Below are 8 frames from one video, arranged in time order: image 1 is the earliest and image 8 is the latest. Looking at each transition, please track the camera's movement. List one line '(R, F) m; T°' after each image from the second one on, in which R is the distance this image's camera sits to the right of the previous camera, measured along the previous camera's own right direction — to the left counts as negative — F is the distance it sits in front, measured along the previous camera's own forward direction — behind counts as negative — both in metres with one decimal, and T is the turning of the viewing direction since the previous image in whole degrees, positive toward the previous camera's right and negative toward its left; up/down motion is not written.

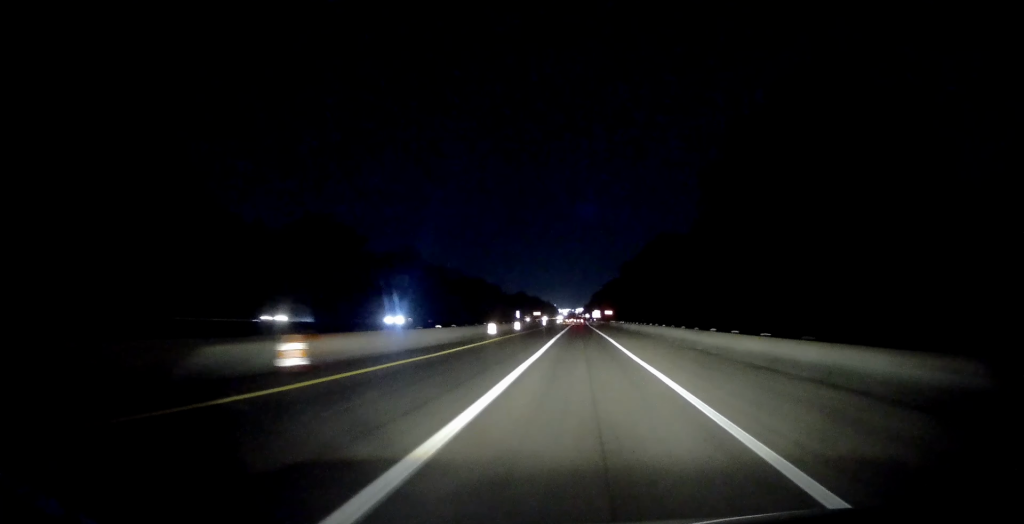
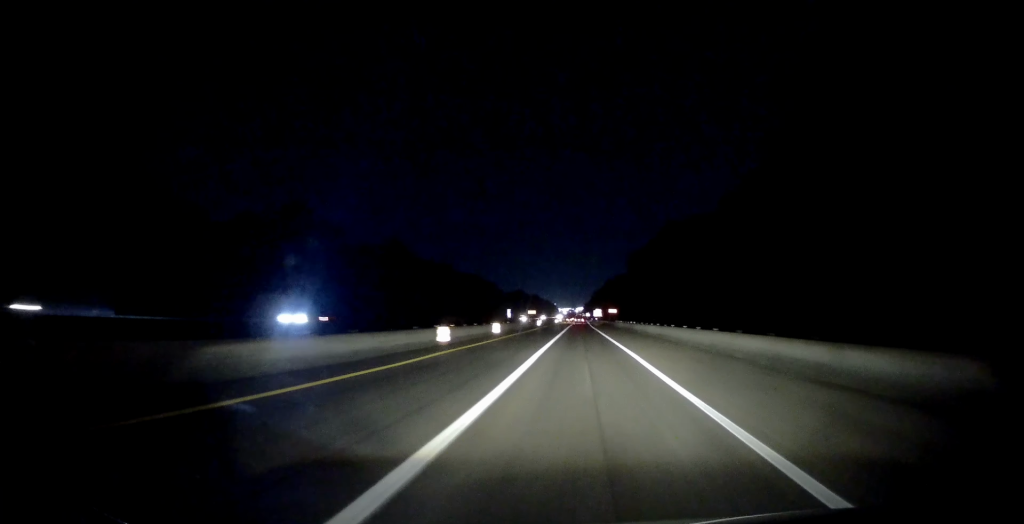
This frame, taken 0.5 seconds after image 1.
(-0.2, +15.8) m; 0°
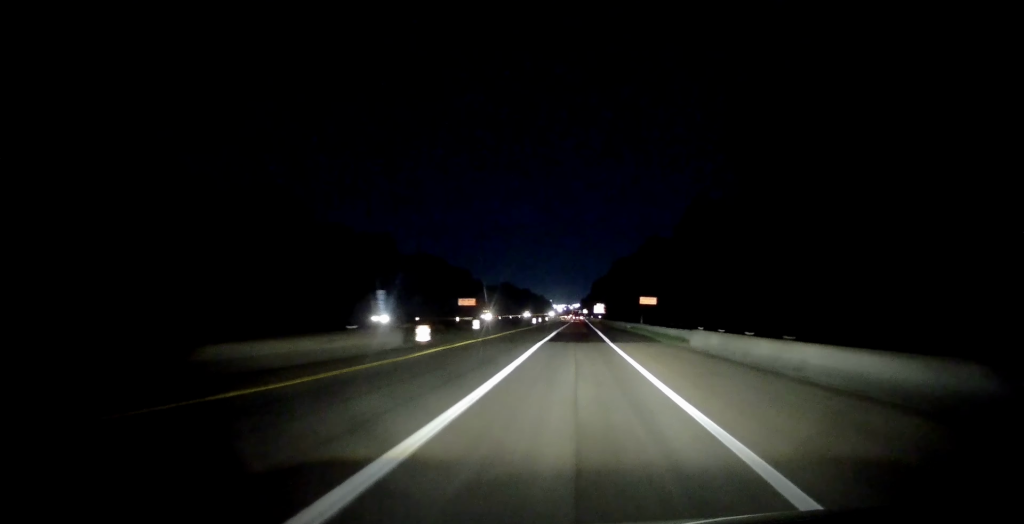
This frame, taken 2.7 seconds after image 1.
(+0.6, +68.4) m; 0°
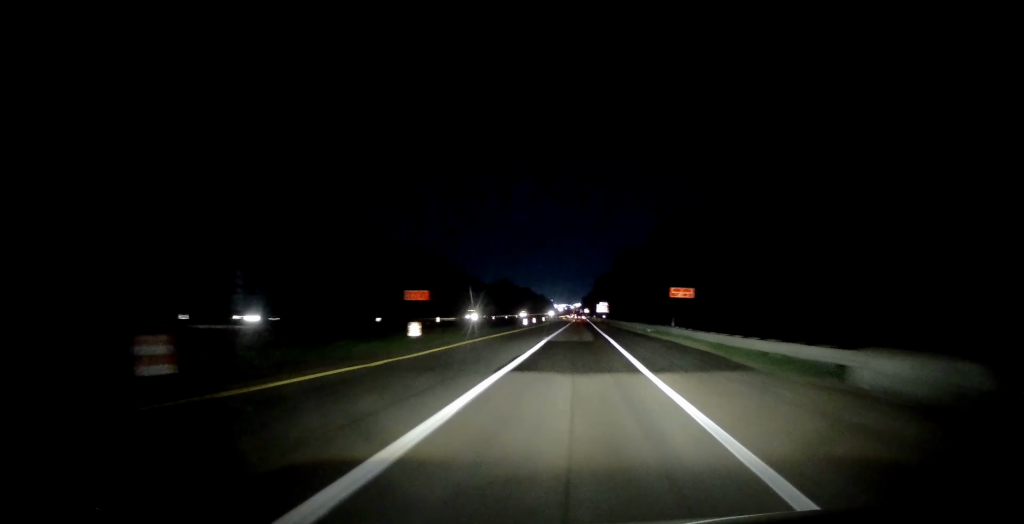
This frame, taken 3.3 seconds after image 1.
(0.0, +17.4) m; 0°
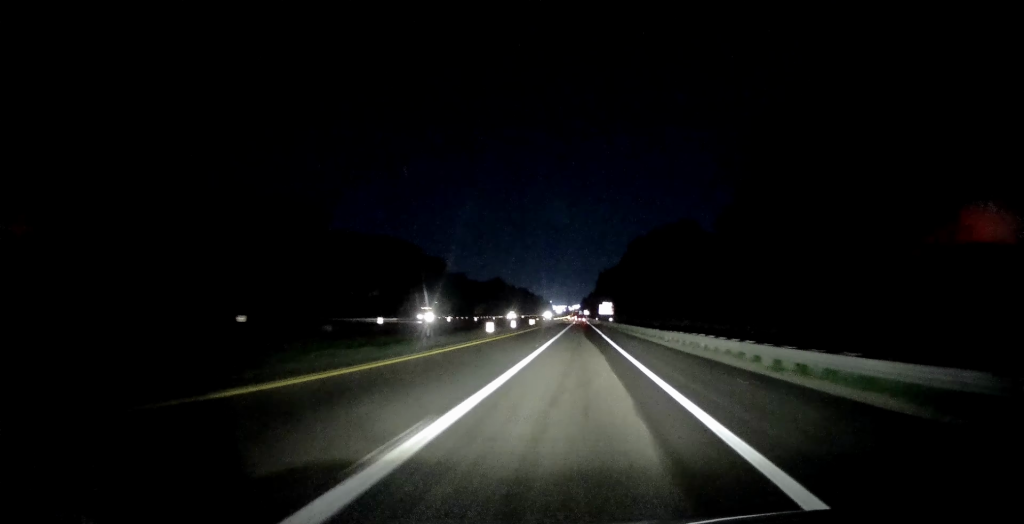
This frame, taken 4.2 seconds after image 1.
(0.0, +29.2) m; 0°
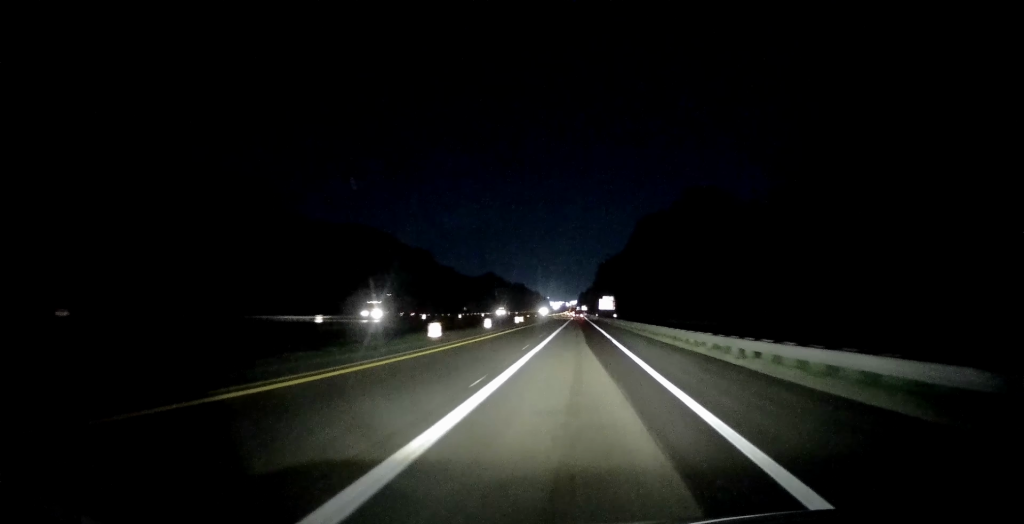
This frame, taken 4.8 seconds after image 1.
(0.0, +16.8) m; 0°
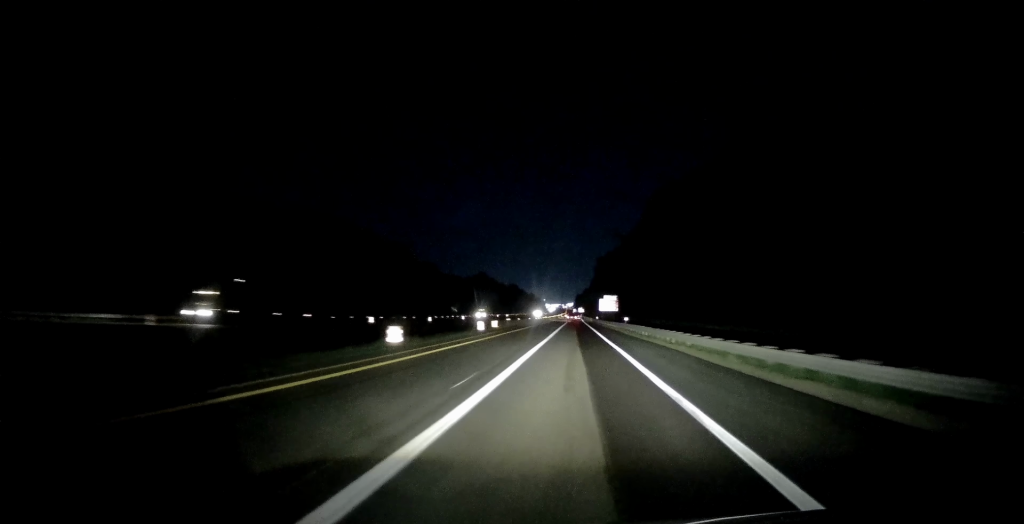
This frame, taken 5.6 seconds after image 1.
(0.0, +23.4) m; 0°
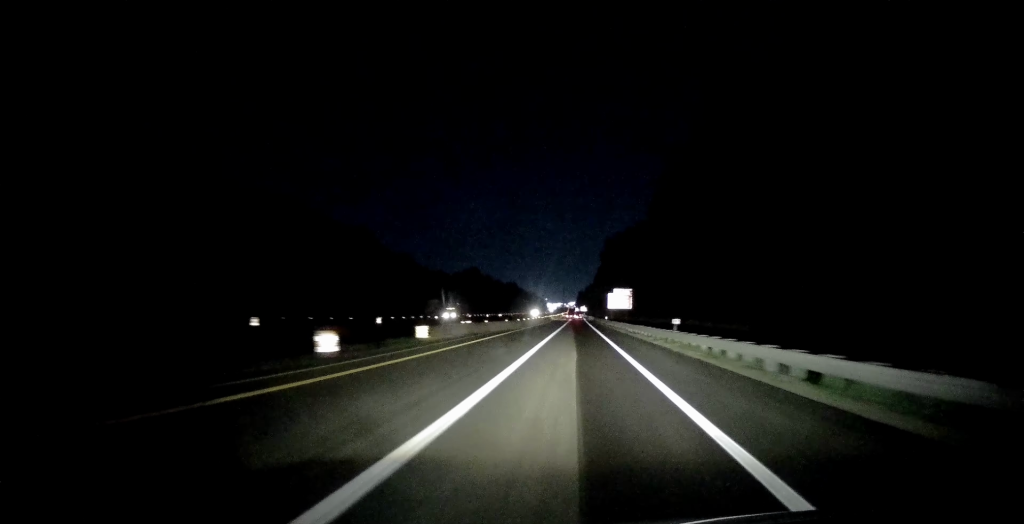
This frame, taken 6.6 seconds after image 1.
(0.0, +27.2) m; 0°
